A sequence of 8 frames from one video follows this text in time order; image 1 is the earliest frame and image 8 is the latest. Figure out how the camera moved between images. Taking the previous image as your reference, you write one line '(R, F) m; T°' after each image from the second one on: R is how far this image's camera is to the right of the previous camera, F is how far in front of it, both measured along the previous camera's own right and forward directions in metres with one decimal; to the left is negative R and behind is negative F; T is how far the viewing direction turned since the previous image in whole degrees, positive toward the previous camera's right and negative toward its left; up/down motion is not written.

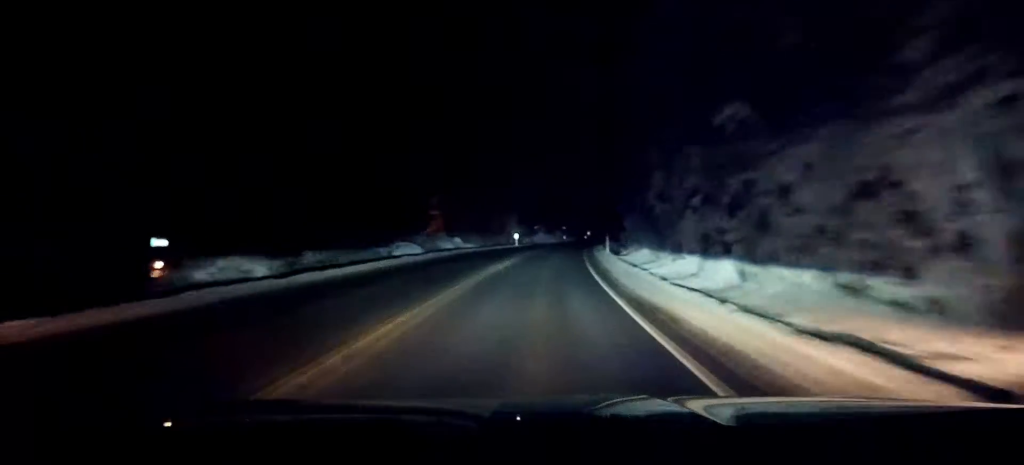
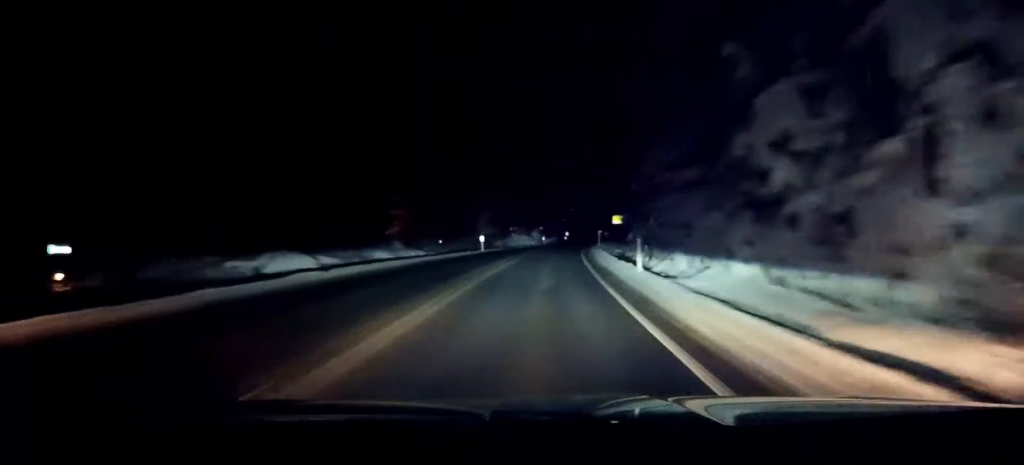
(+0.2, +16.1) m; +2°
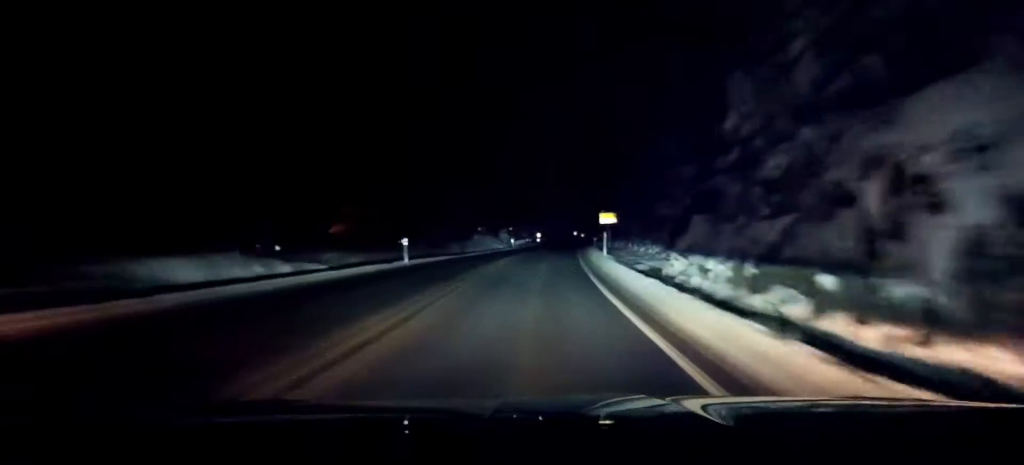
(+0.5, +20.2) m; +2°
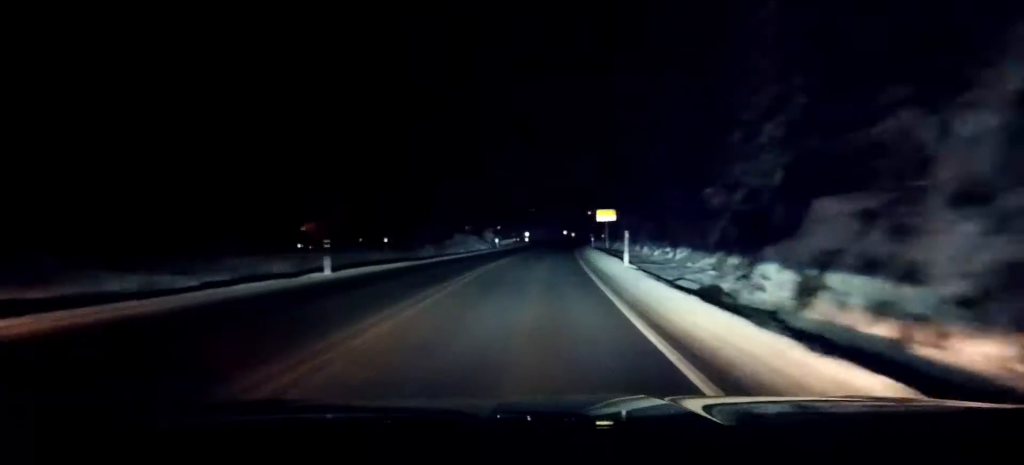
(+0.1, +9.9) m; +1°
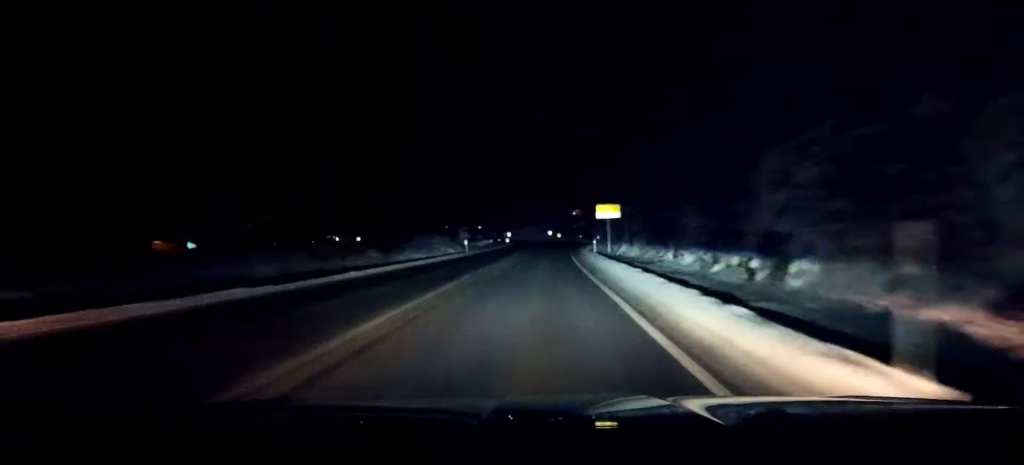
(+0.1, +15.3) m; +1°
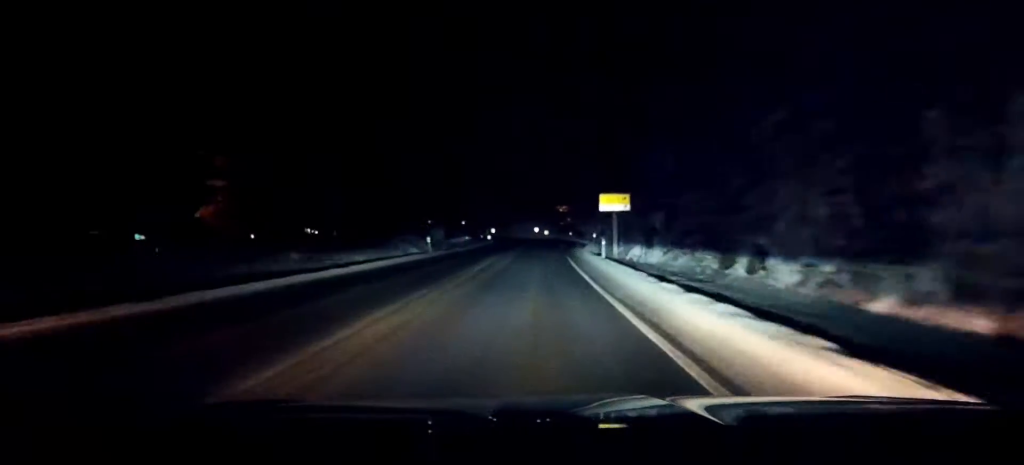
(+0.1, +12.7) m; +1°
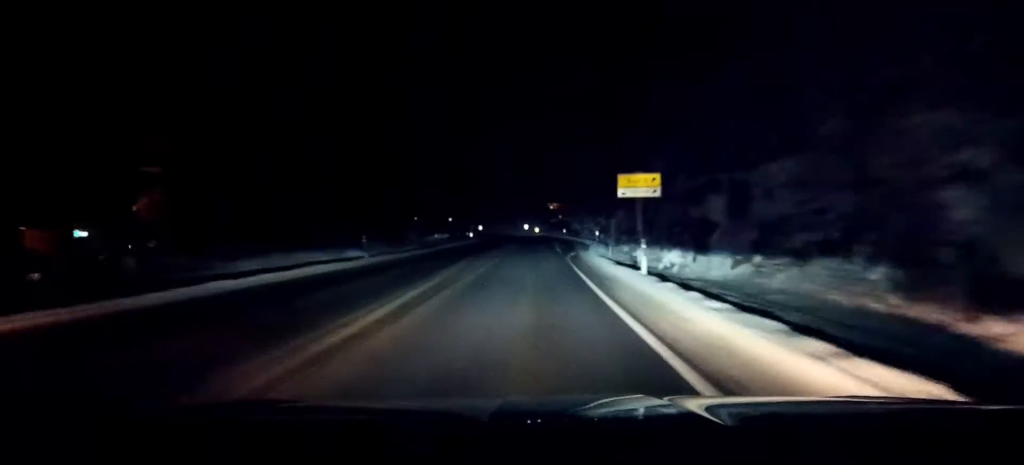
(+0.1, +13.4) m; +1°
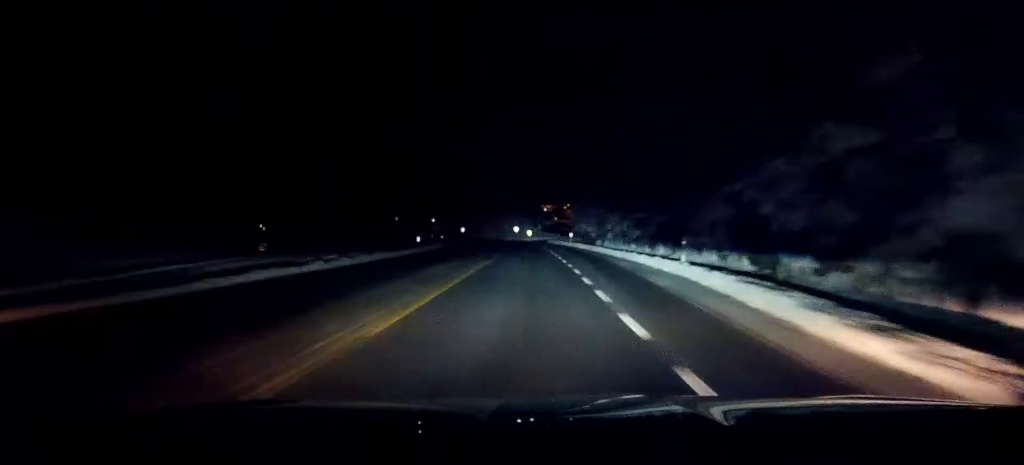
(+0.7, +35.7) m; +1°
